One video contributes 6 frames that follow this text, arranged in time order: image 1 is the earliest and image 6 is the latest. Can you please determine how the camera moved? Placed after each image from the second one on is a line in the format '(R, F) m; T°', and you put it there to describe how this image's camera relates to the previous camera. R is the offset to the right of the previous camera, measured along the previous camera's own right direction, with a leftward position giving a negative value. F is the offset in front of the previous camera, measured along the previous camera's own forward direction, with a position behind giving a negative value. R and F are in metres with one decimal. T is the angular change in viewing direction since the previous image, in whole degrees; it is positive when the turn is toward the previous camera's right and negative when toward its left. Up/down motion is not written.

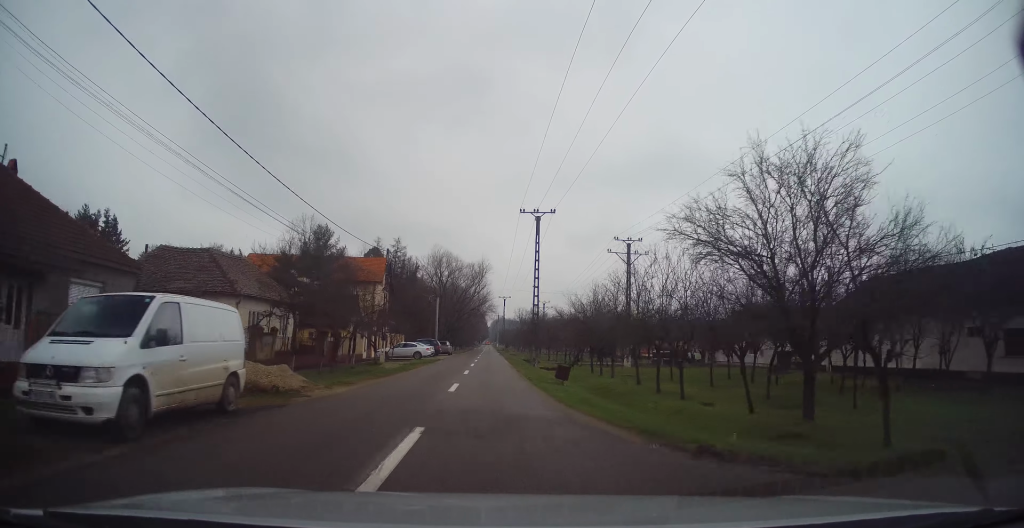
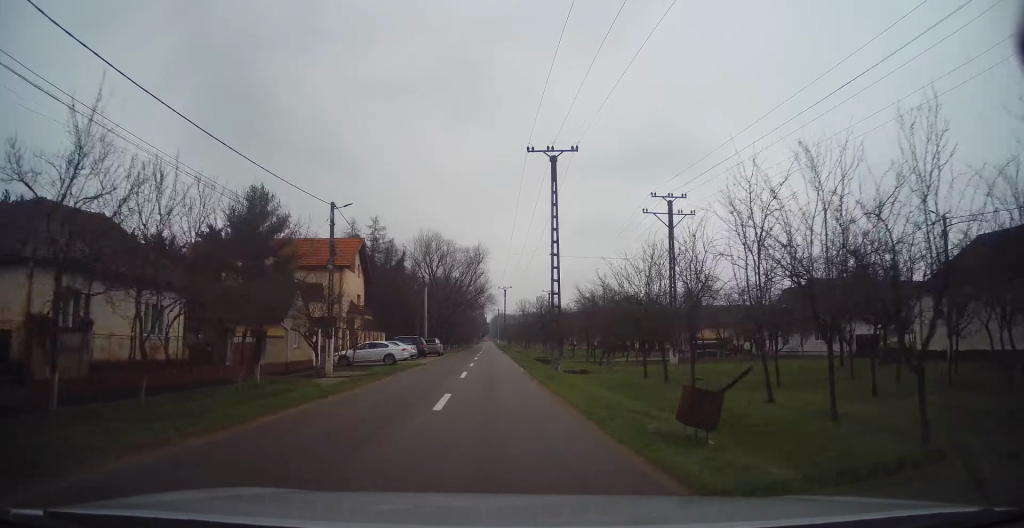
(0.0, +13.2) m; 0°
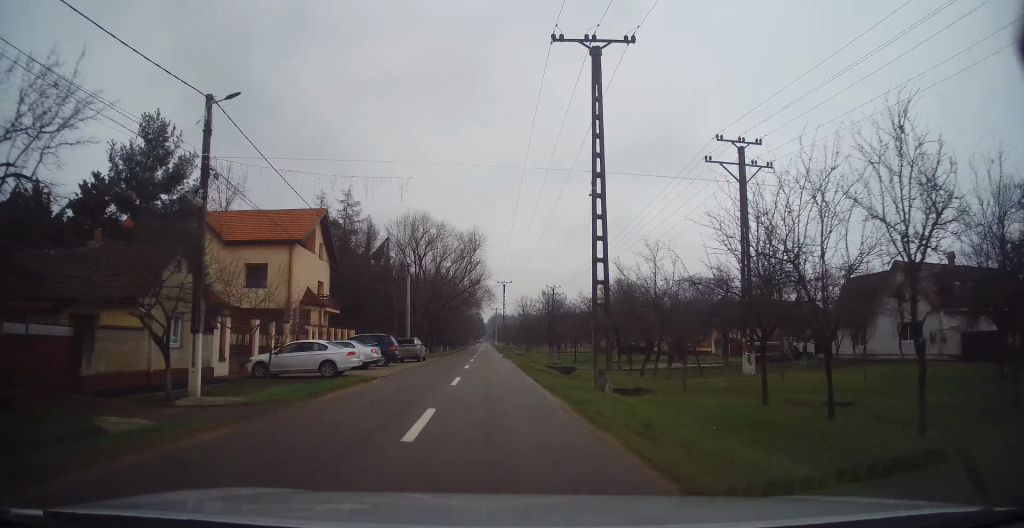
(+0.1, +11.7) m; 0°
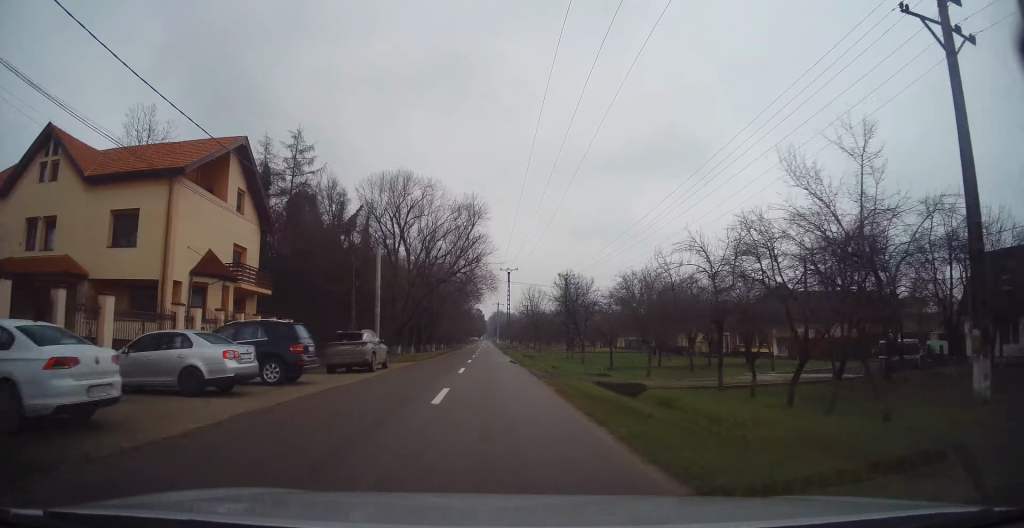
(-0.1, +14.9) m; 0°
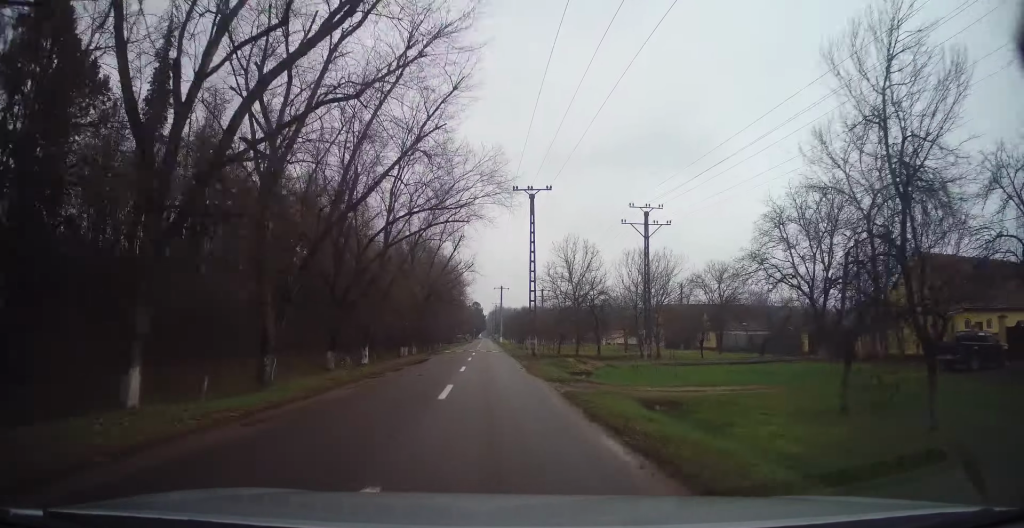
(-0.2, +44.9) m; 0°
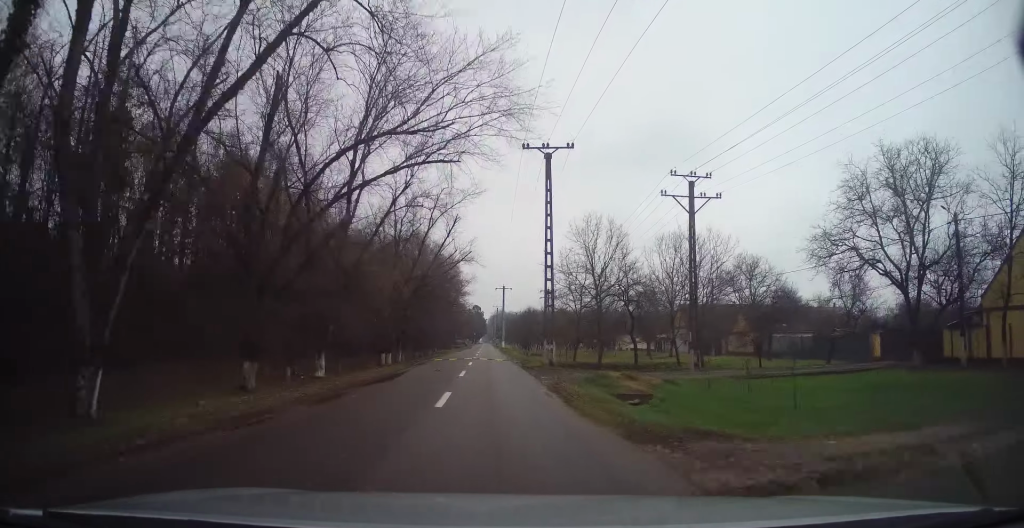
(-0.4, +9.3) m; 0°
